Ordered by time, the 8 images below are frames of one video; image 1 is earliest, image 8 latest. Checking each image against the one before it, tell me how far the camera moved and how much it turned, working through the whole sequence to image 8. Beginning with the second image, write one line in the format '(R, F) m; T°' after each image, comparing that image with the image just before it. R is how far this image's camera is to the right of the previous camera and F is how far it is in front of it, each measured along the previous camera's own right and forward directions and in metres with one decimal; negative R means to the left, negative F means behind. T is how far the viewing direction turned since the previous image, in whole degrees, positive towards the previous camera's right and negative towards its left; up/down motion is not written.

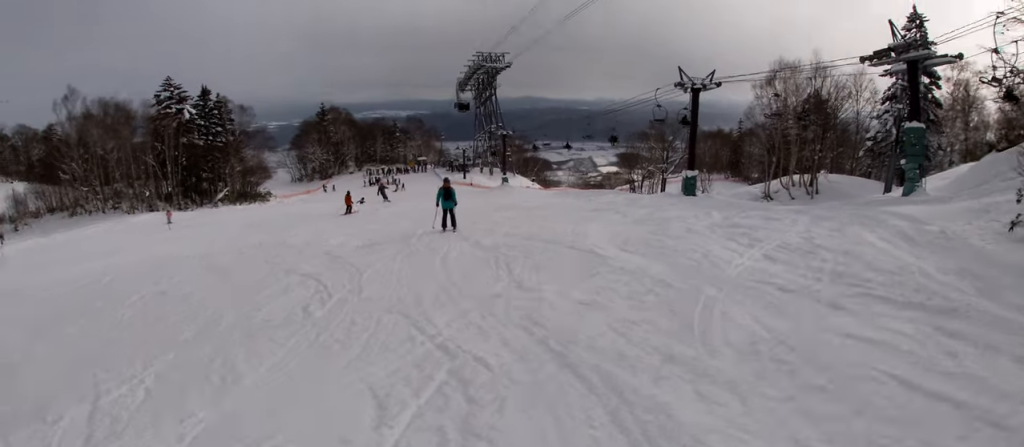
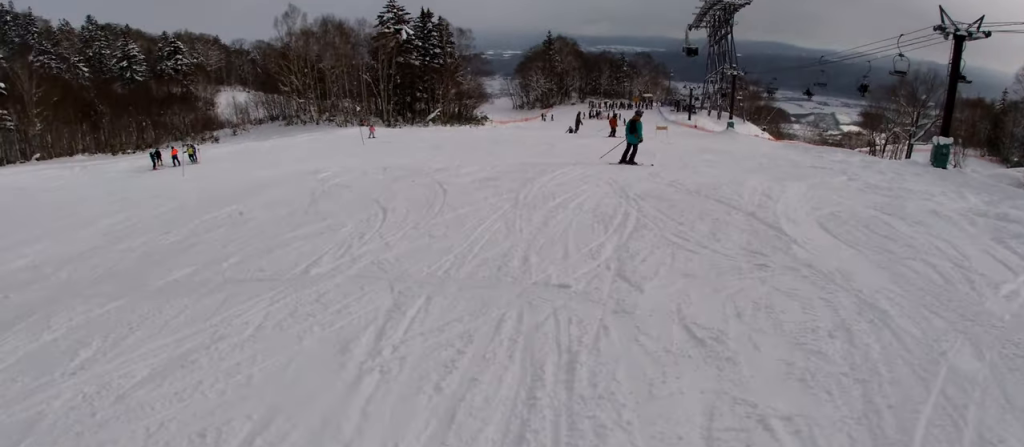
(-0.4, +3.7) m; -23°
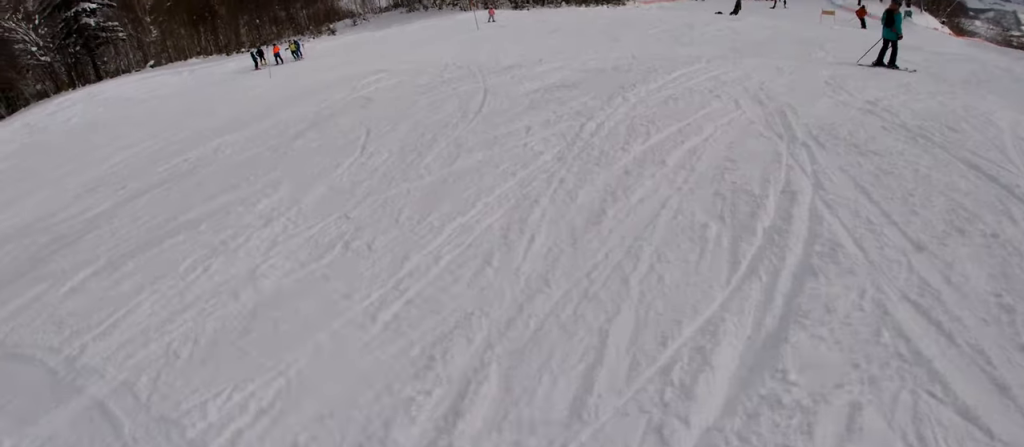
(-1.1, +4.1) m; -28°
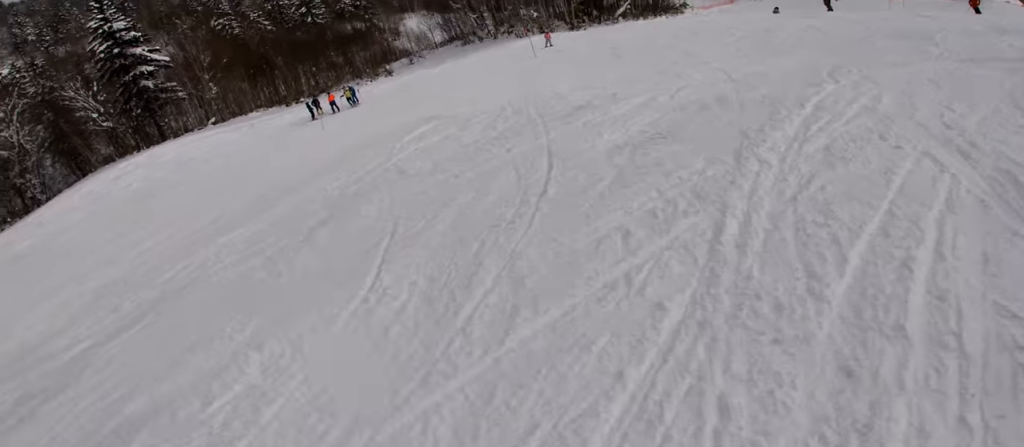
(-0.7, +2.5) m; -1°
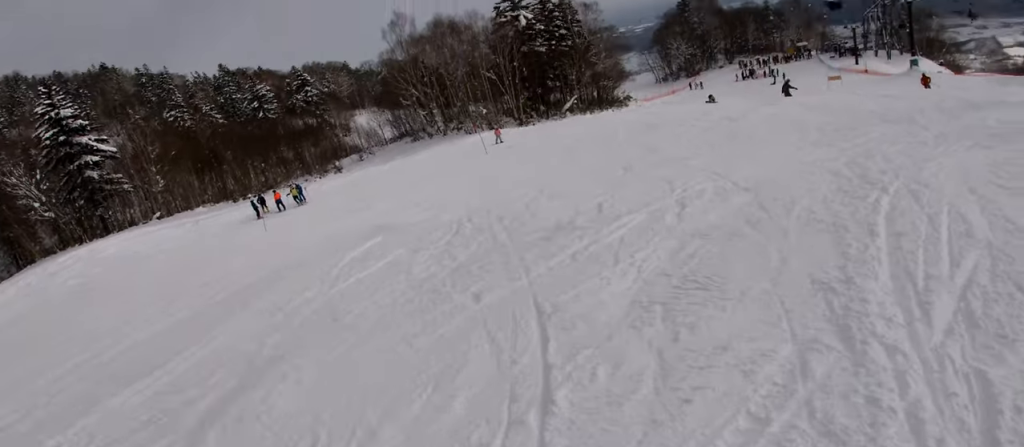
(-0.3, +2.2) m; +5°
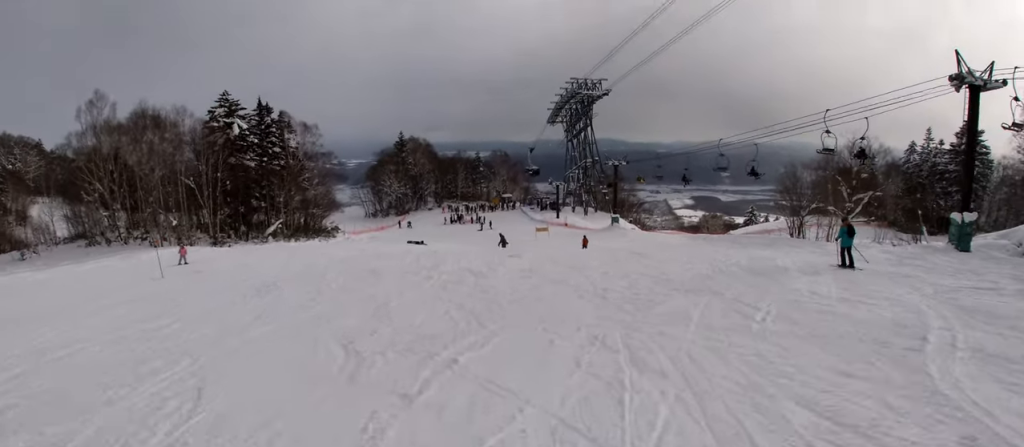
(+2.5, +5.0) m; +36°
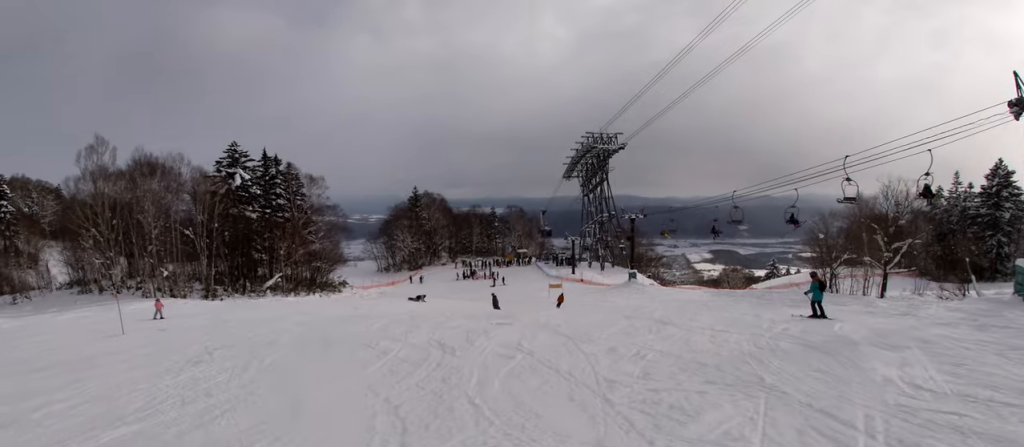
(+0.3, +4.3) m; -2°
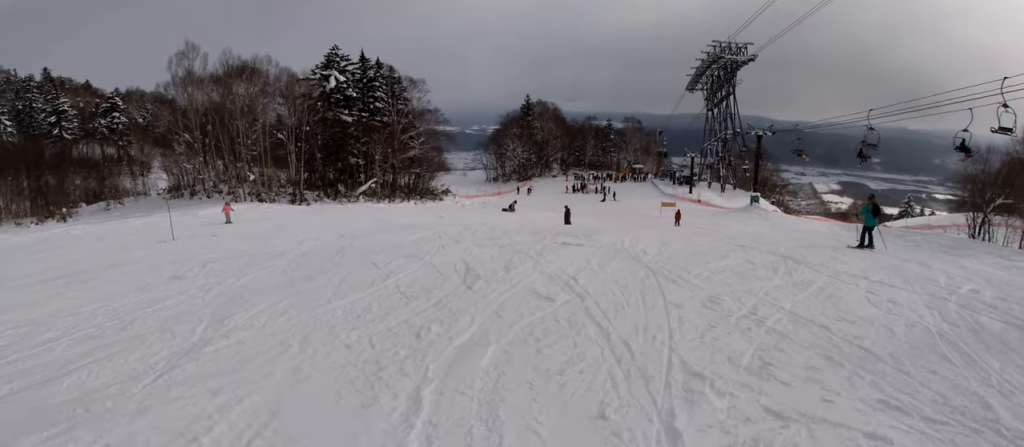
(-0.5, +4.4) m; -5°
